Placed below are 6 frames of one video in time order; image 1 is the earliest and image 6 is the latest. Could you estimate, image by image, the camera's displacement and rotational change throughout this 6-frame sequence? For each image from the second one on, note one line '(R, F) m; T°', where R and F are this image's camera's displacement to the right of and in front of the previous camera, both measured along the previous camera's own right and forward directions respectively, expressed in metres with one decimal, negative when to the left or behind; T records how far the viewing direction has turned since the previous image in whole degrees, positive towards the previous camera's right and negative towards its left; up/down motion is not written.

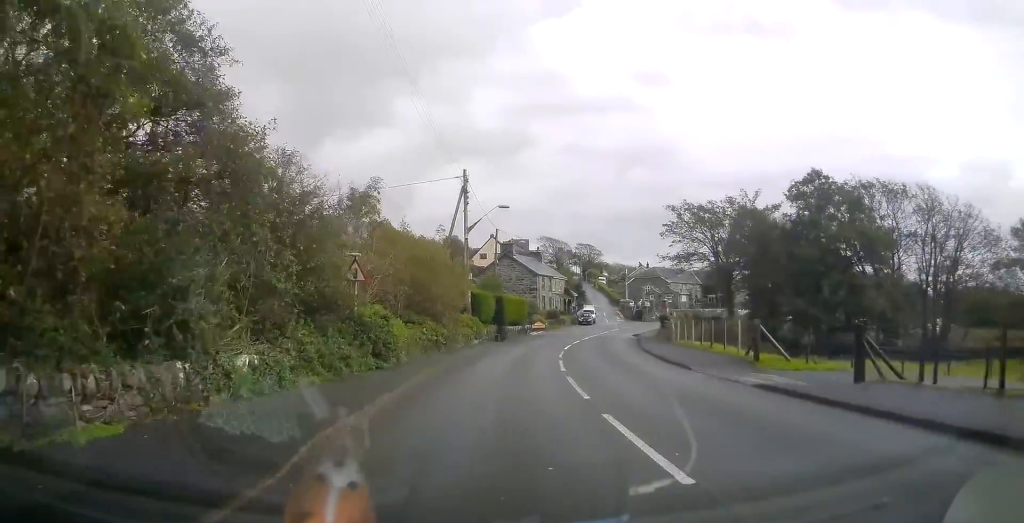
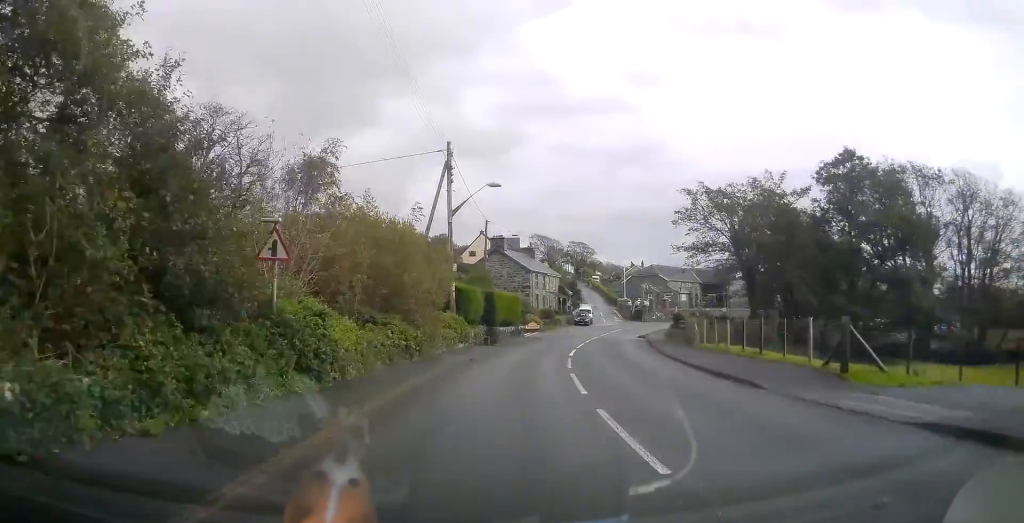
(-0.2, +5.5) m; +1°
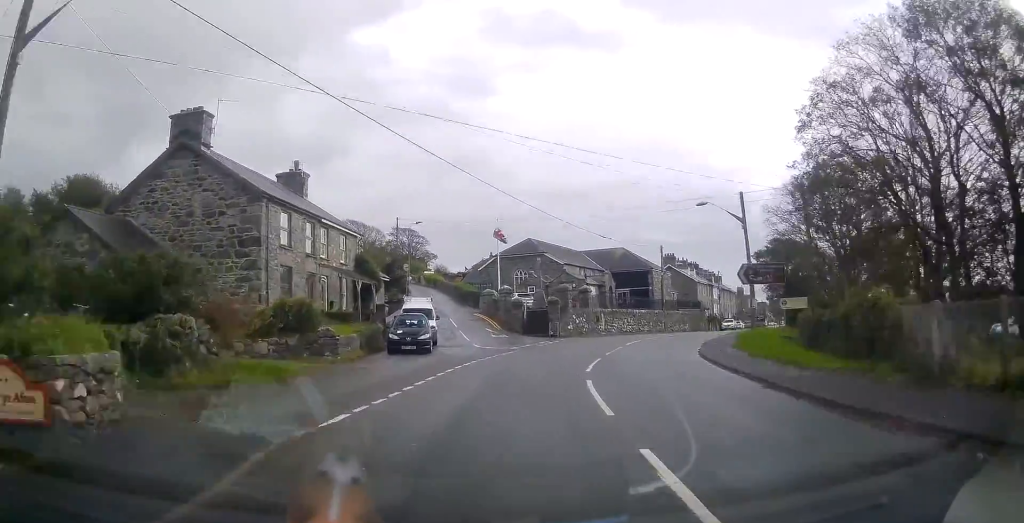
(+5.3, +45.4) m; +15°
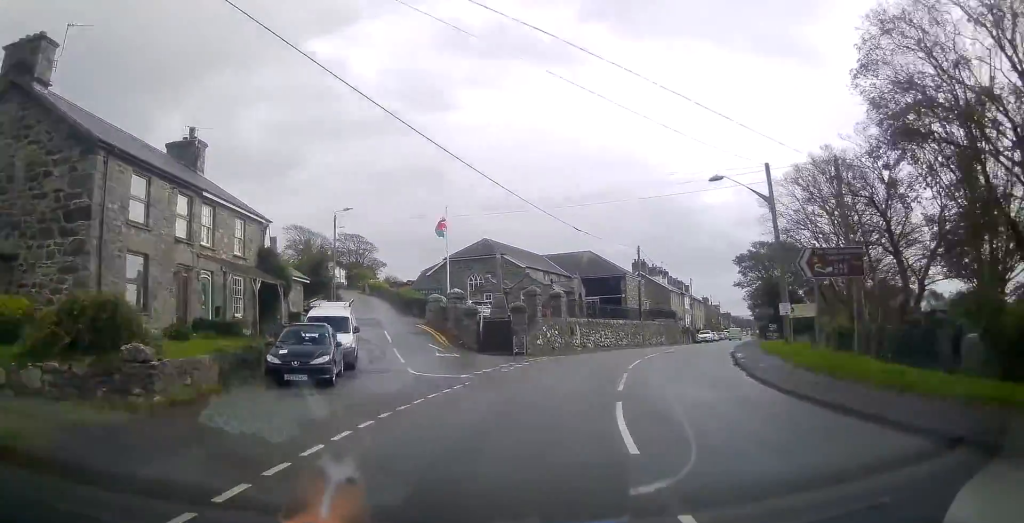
(+0.4, +8.6) m; +3°
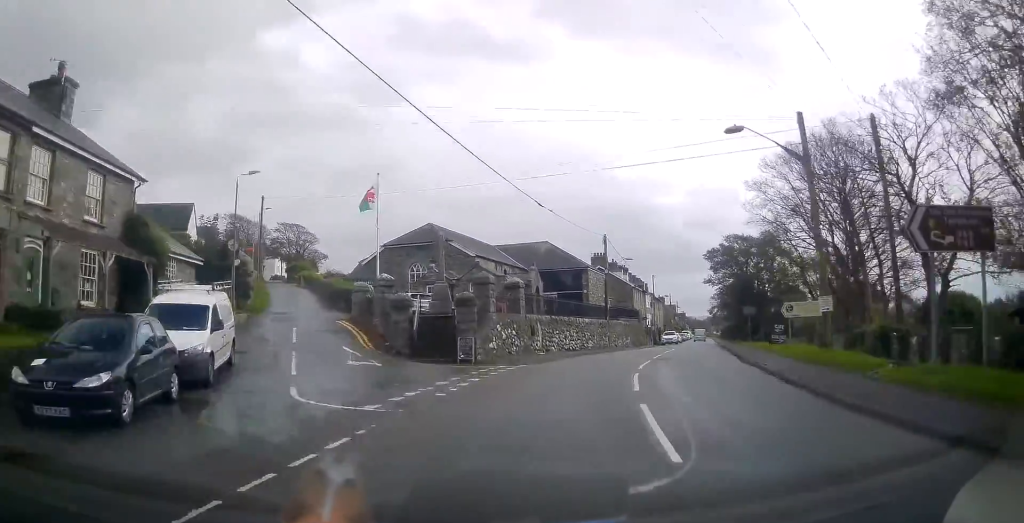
(+0.1, +6.9) m; +4°
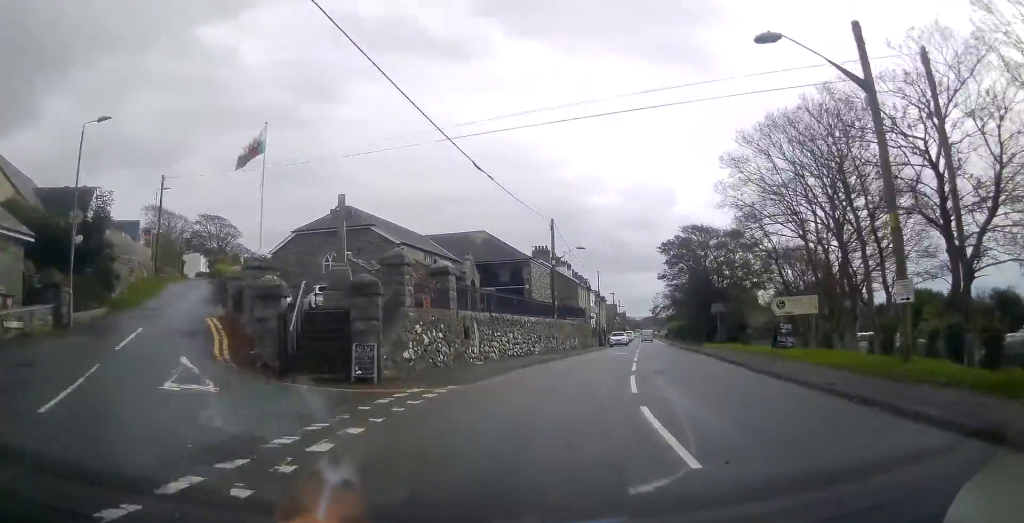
(-0.1, +6.9) m; +4°
